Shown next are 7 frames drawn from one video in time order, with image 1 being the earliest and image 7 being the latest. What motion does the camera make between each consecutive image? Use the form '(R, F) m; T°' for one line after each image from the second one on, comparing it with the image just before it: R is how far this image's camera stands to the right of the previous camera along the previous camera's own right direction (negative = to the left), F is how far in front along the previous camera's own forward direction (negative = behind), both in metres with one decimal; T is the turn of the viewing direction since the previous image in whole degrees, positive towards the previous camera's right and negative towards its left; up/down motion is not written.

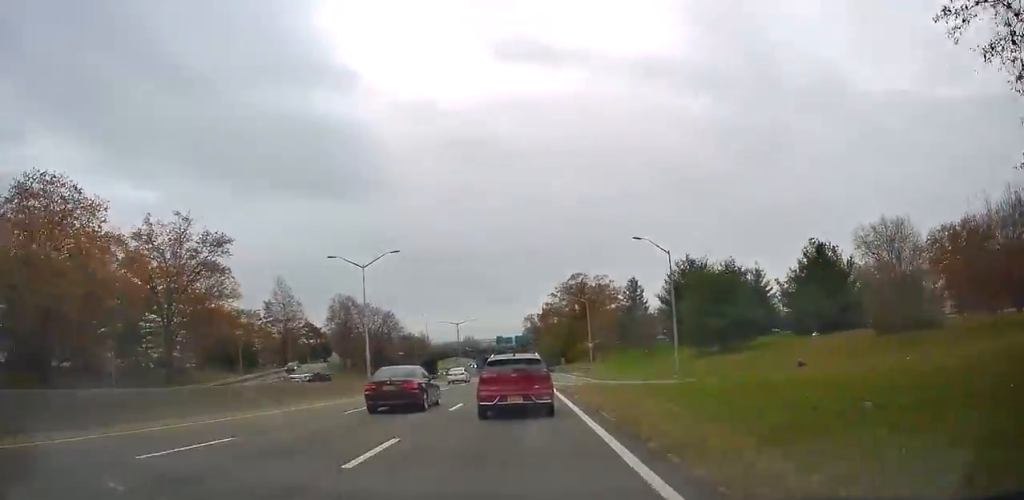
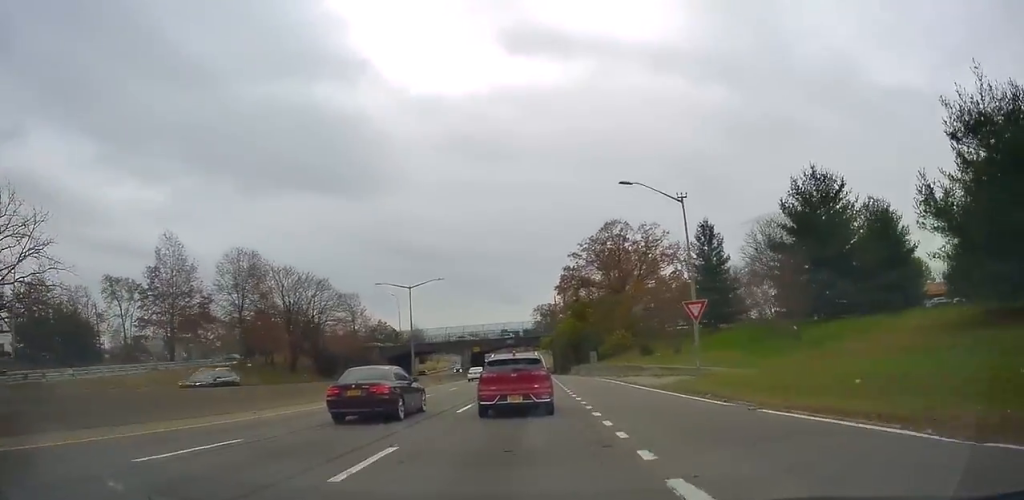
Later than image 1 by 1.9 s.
(-0.3, +41.2) m; -1°
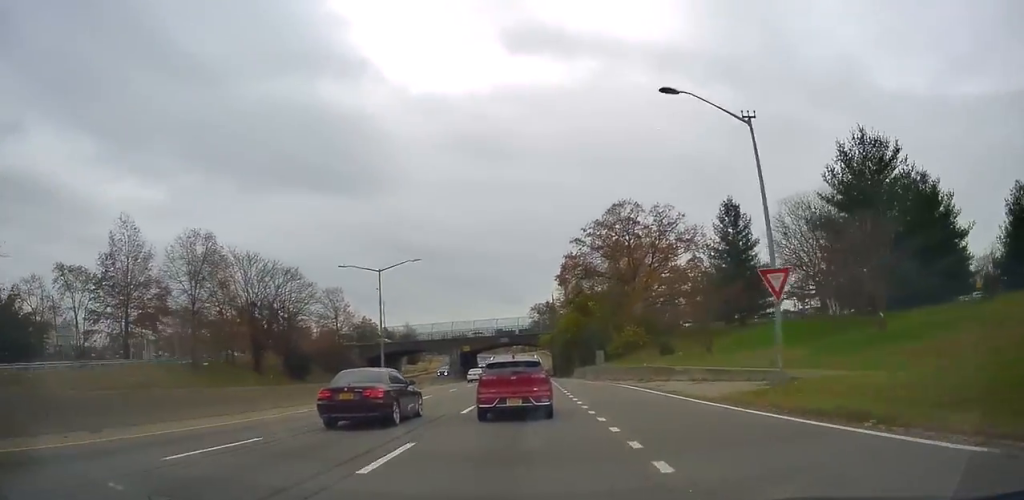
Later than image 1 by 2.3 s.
(-0.1, +9.4) m; 0°
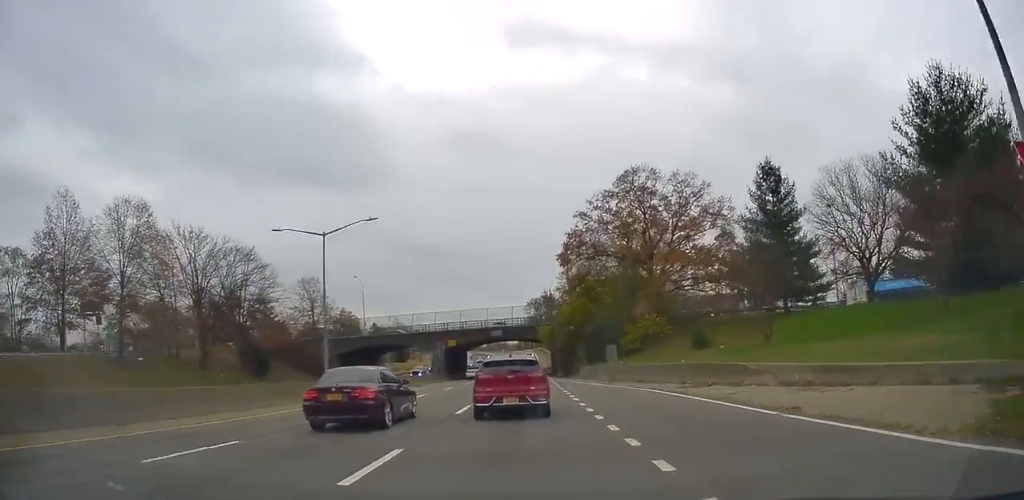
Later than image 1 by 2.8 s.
(0.0, +10.9) m; 0°
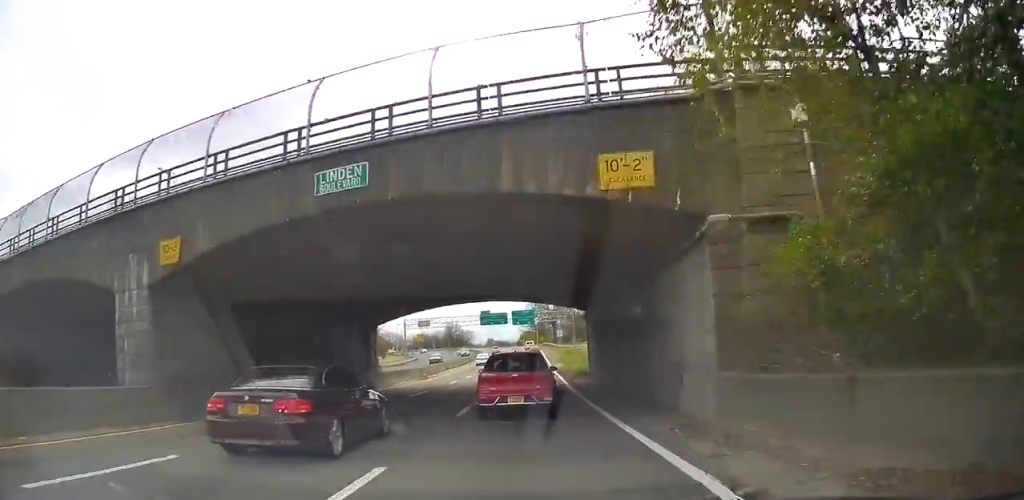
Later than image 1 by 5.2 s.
(0.0, +51.8) m; +1°
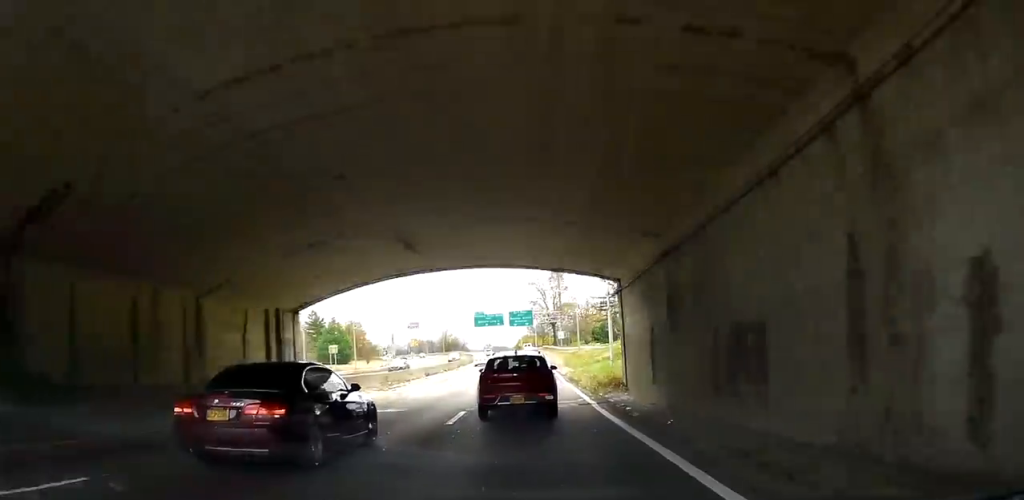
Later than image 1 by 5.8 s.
(+0.2, +12.5) m; 0°
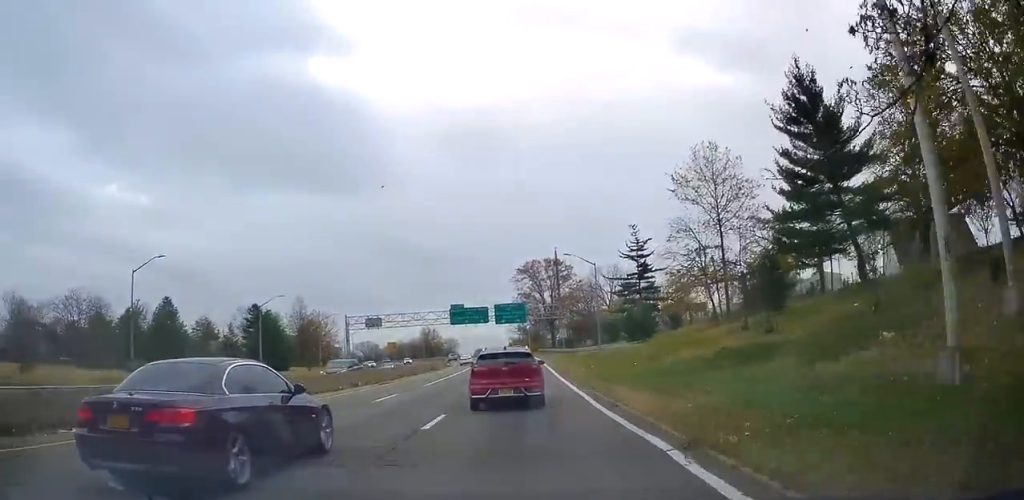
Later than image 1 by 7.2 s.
(-0.7, +32.8) m; -1°
